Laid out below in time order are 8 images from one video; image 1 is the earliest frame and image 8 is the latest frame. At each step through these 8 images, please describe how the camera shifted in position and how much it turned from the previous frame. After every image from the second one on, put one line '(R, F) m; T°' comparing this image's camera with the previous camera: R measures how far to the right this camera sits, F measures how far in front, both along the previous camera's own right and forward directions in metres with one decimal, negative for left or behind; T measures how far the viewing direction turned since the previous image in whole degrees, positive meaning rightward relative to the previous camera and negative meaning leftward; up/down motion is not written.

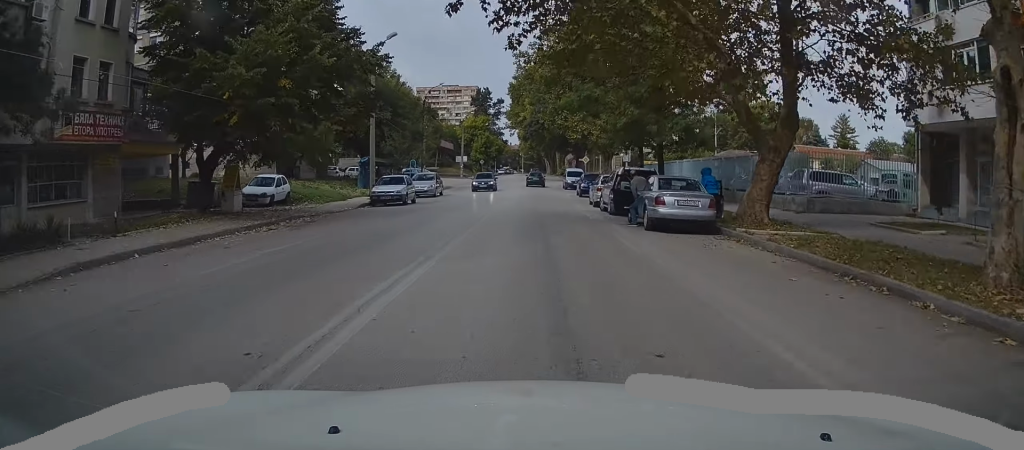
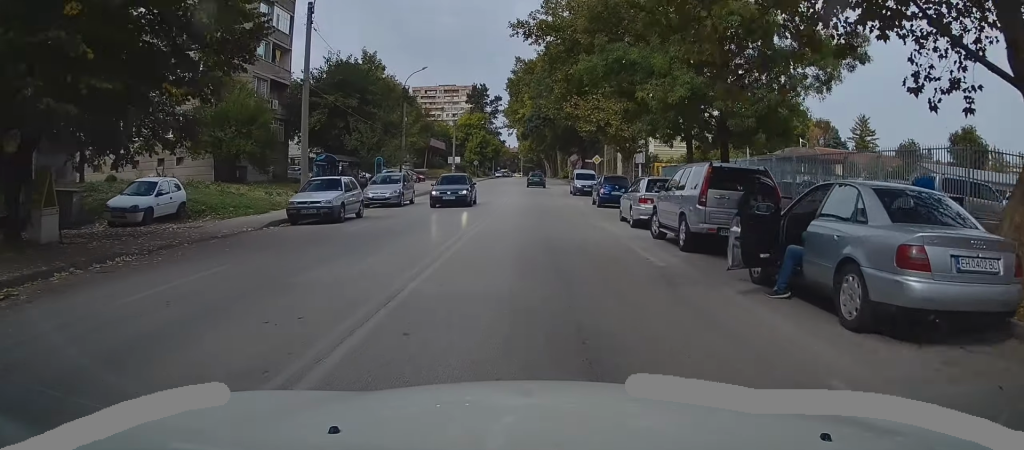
(-0.1, +10.5) m; -1°
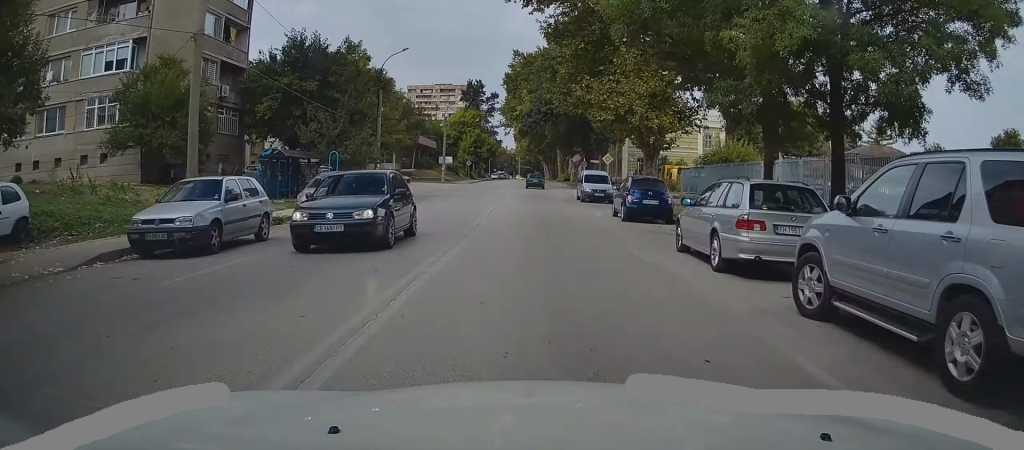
(0.0, +8.2) m; 0°
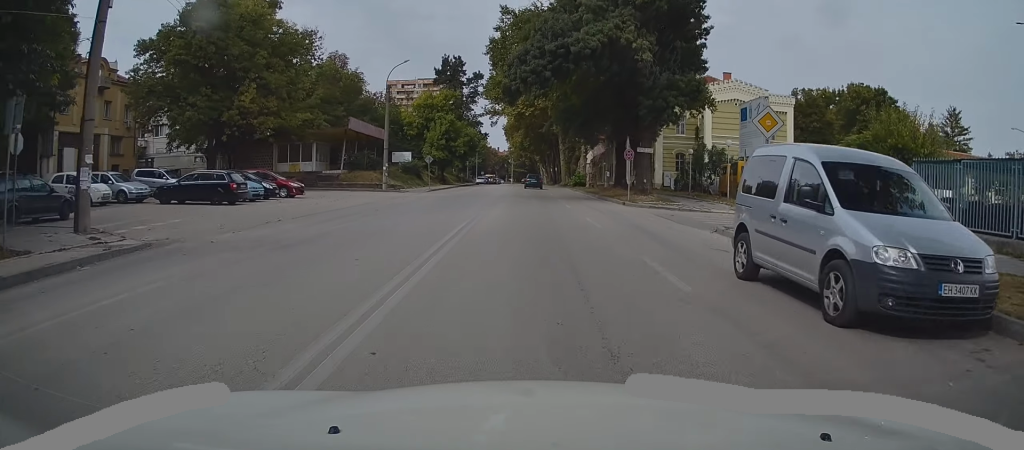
(0.0, +30.5) m; -1°
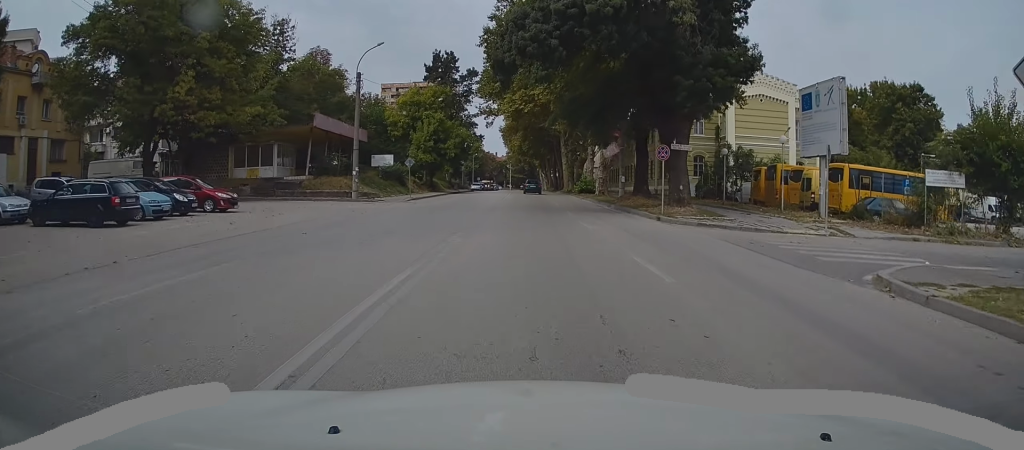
(0.0, +8.6) m; 0°
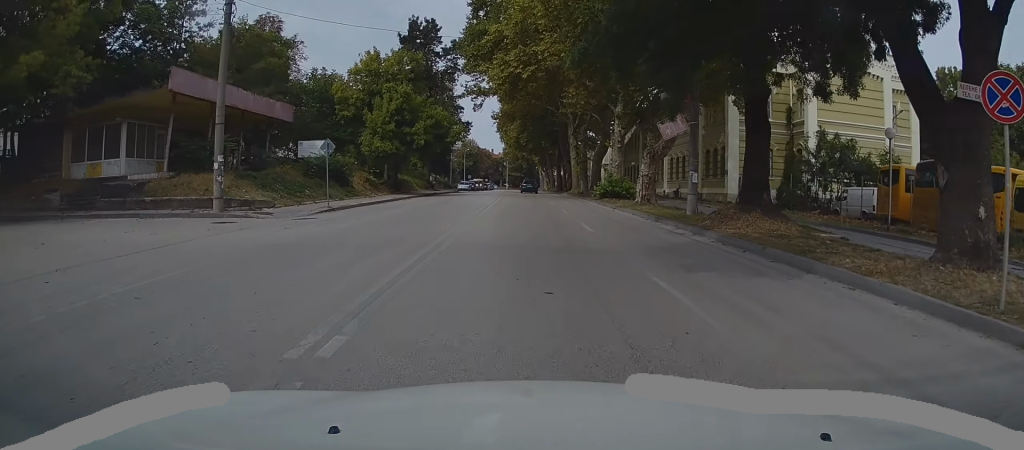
(+0.2, +19.0) m; 0°
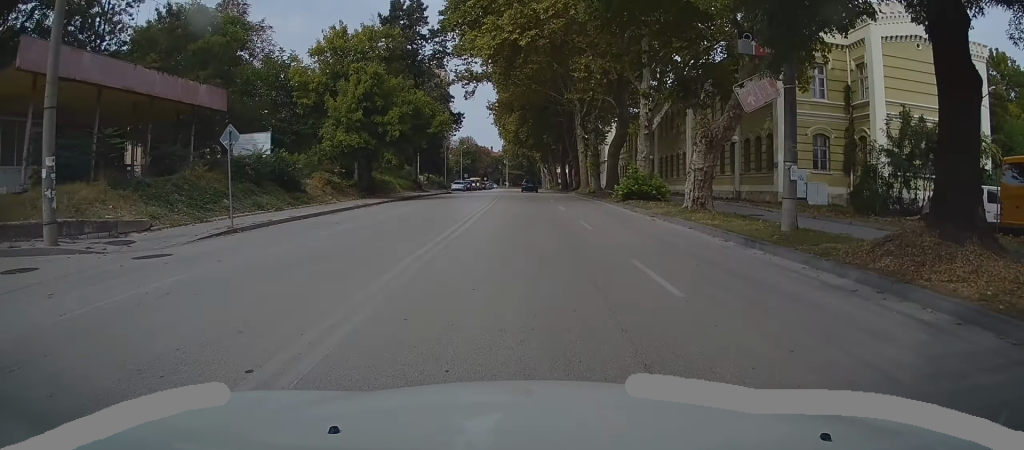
(-0.1, +9.4) m; 0°
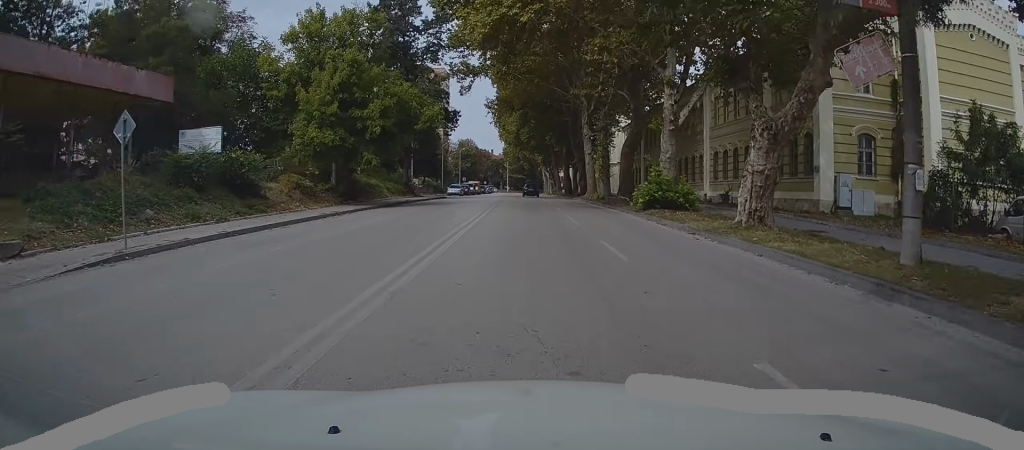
(0.0, +5.4) m; 0°
